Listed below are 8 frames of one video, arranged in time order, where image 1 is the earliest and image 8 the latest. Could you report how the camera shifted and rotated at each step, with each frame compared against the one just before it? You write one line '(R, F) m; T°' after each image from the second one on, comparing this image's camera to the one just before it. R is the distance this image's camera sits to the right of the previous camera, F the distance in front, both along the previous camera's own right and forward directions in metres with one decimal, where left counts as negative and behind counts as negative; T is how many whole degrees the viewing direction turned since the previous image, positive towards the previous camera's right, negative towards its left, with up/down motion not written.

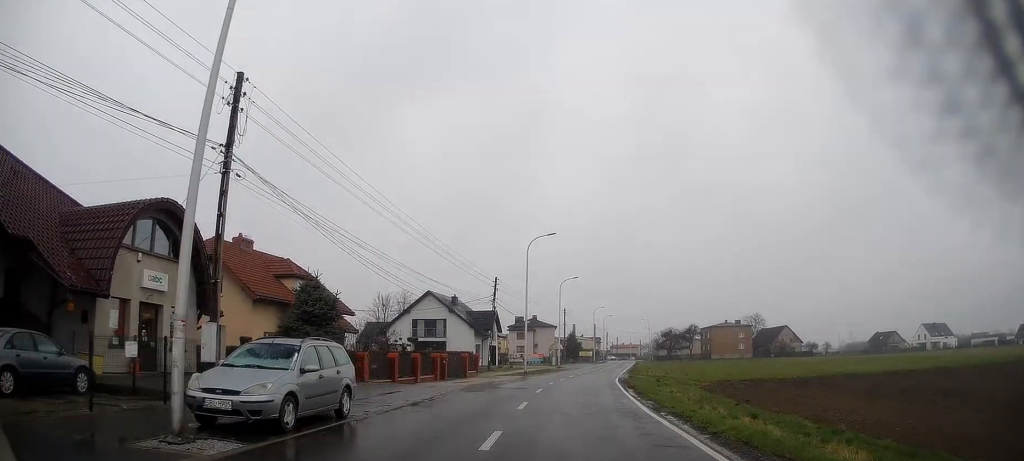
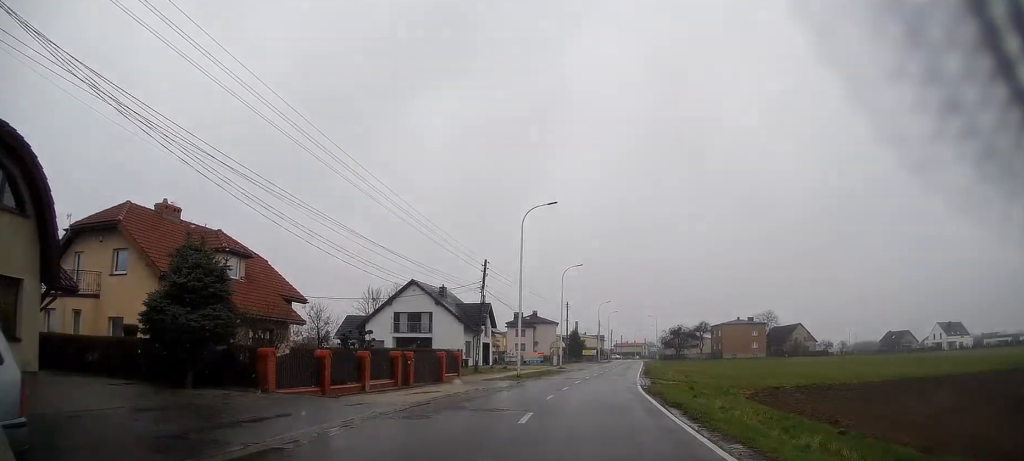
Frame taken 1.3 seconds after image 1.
(0.0, +9.0) m; +1°
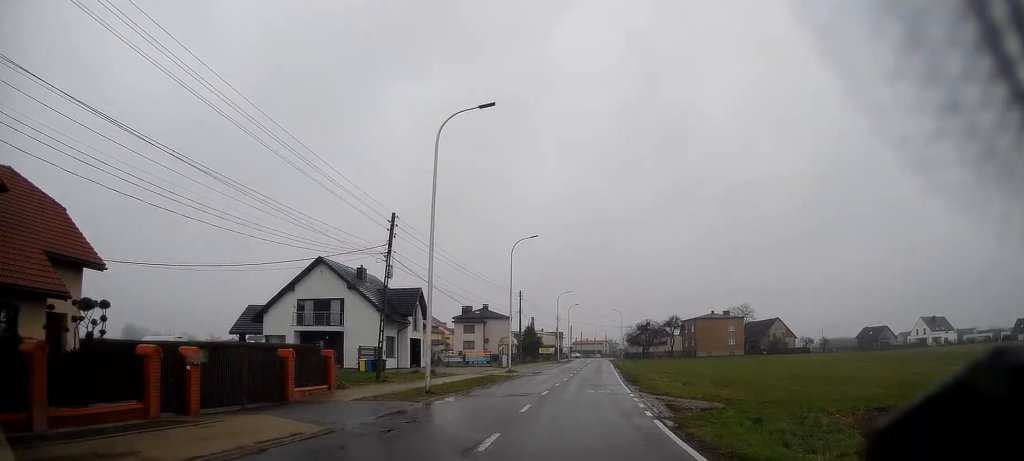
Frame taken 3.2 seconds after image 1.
(+0.4, +14.3) m; +2°
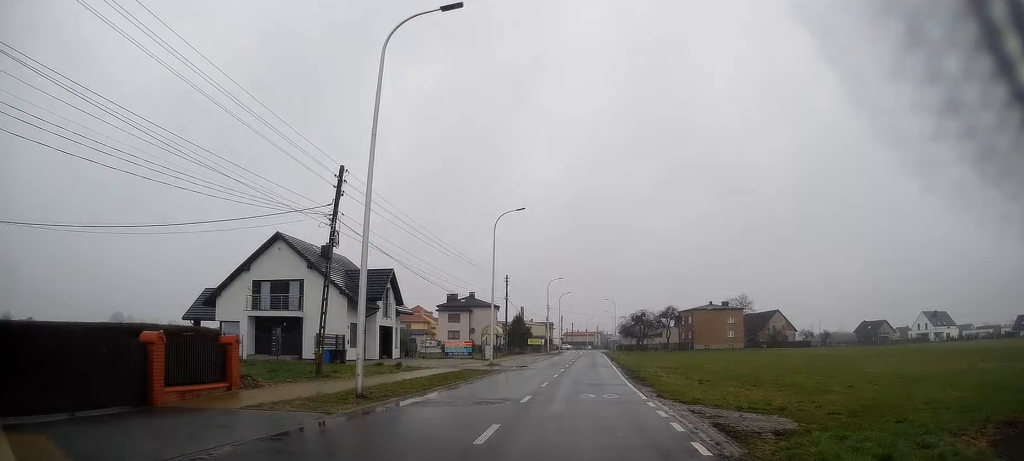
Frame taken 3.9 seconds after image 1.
(0.0, +6.2) m; +1°
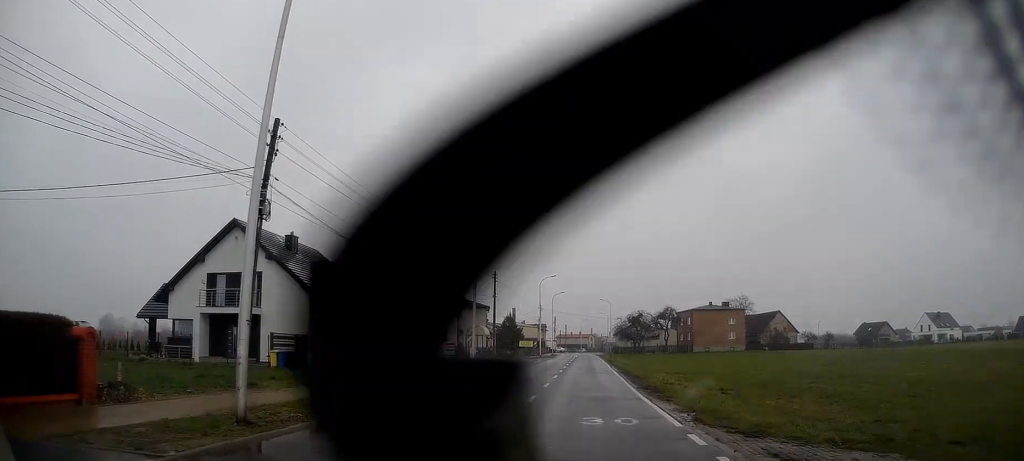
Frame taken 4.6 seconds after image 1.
(+0.1, +5.2) m; +1°
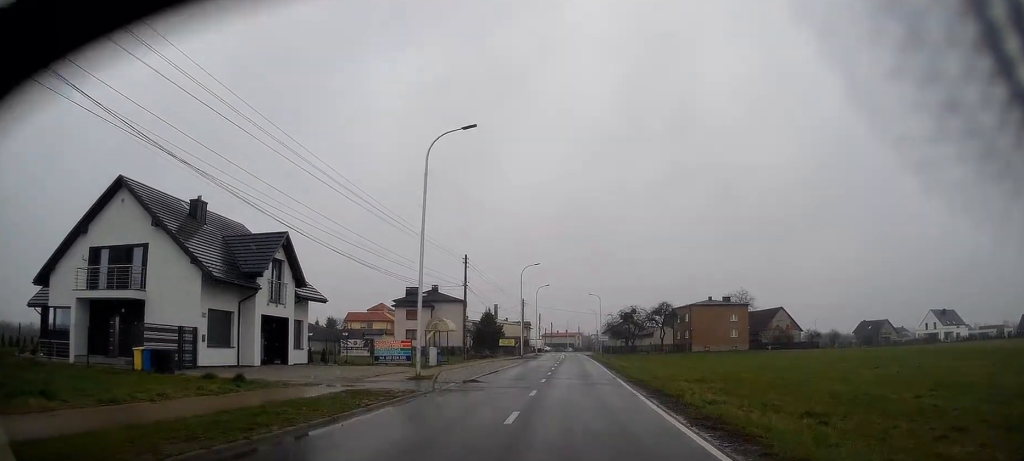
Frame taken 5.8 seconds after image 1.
(+0.1, +10.1) m; +1°
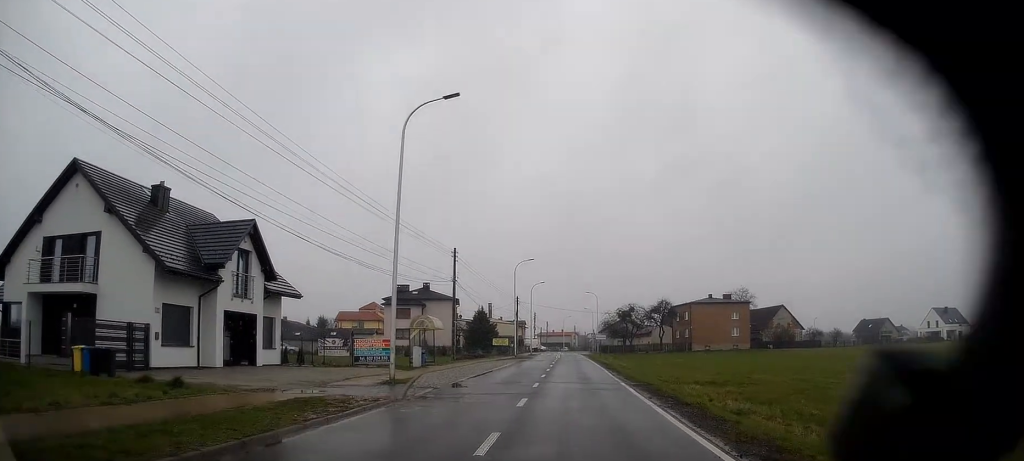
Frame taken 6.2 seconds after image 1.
(0.0, +3.3) m; 0°
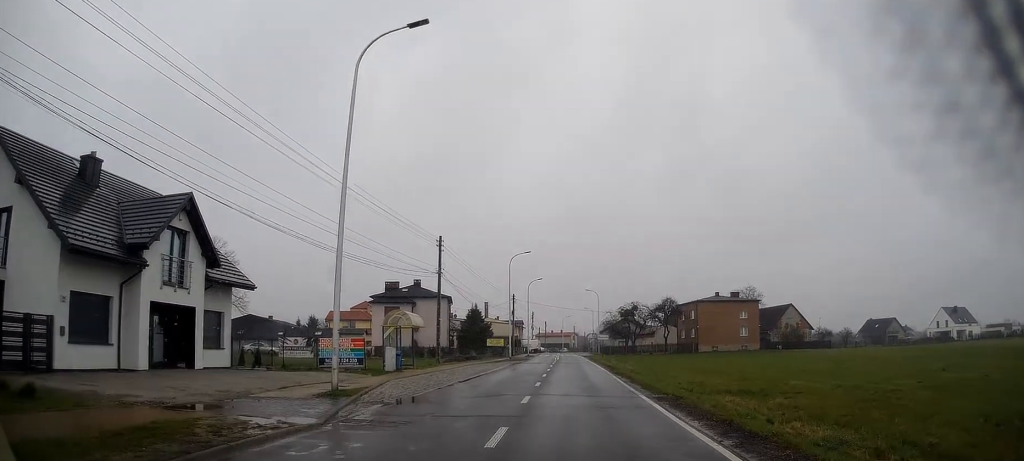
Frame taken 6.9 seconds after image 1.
(+0.1, +5.5) m; +1°
